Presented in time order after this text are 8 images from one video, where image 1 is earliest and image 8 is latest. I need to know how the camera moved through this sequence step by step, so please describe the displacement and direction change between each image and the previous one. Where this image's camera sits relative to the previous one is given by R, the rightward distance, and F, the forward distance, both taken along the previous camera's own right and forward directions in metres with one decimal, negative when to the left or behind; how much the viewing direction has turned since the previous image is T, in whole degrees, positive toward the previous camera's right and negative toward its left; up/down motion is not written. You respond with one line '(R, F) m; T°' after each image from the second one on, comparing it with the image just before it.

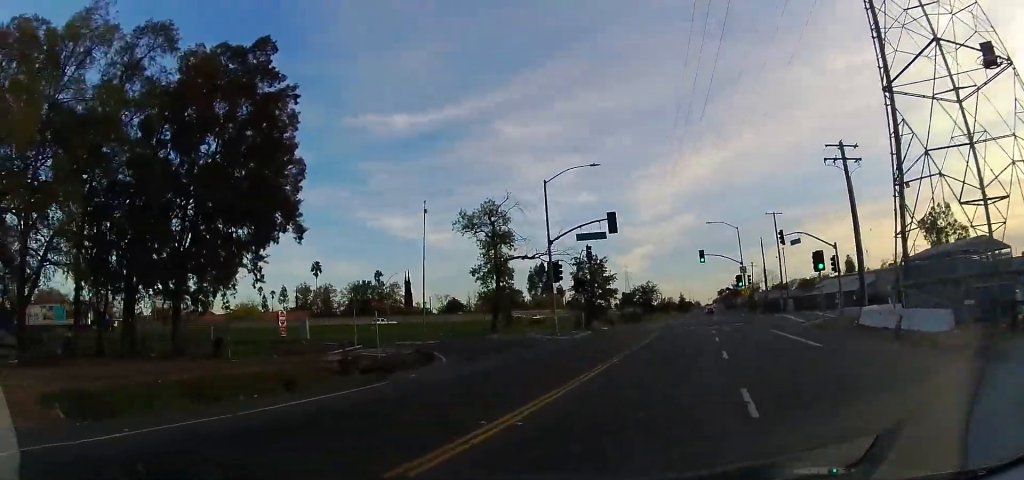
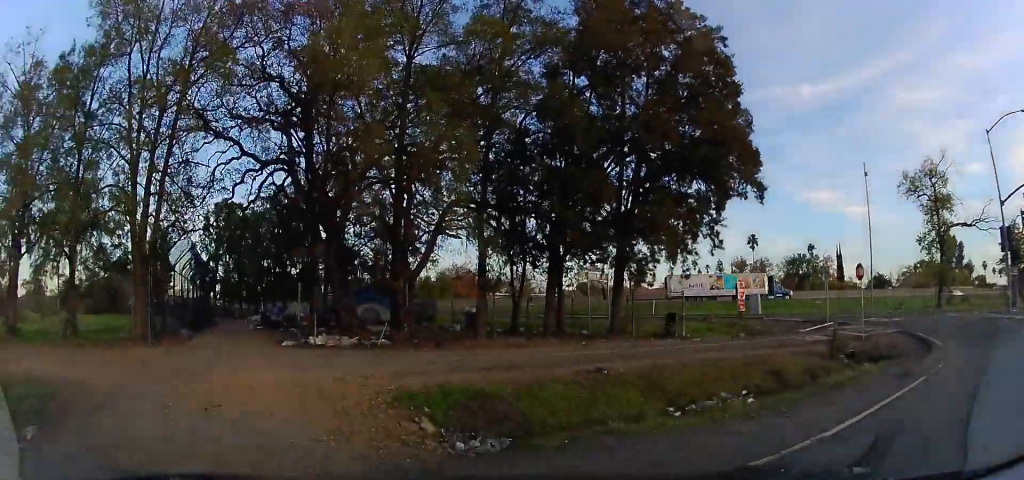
(-1.4, +5.9) m; -42°
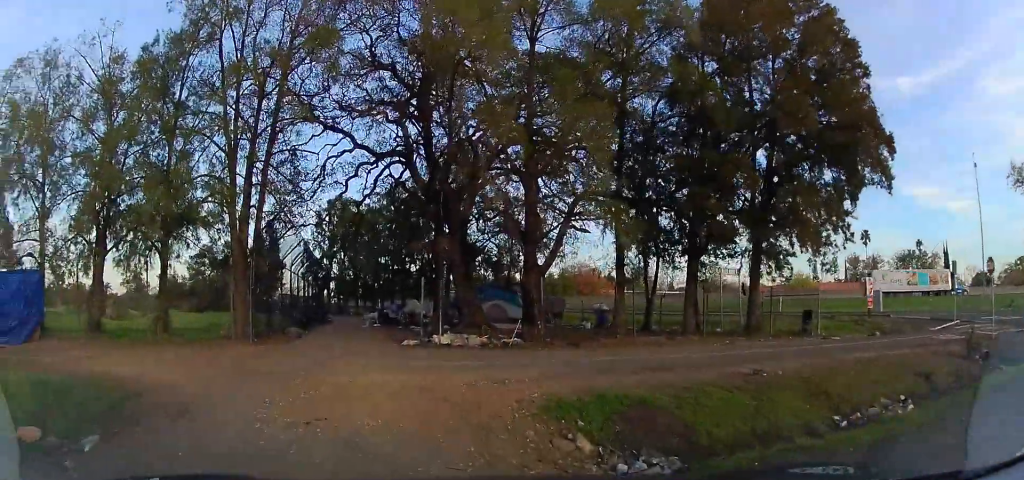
(-0.6, +1.1) m; -20°
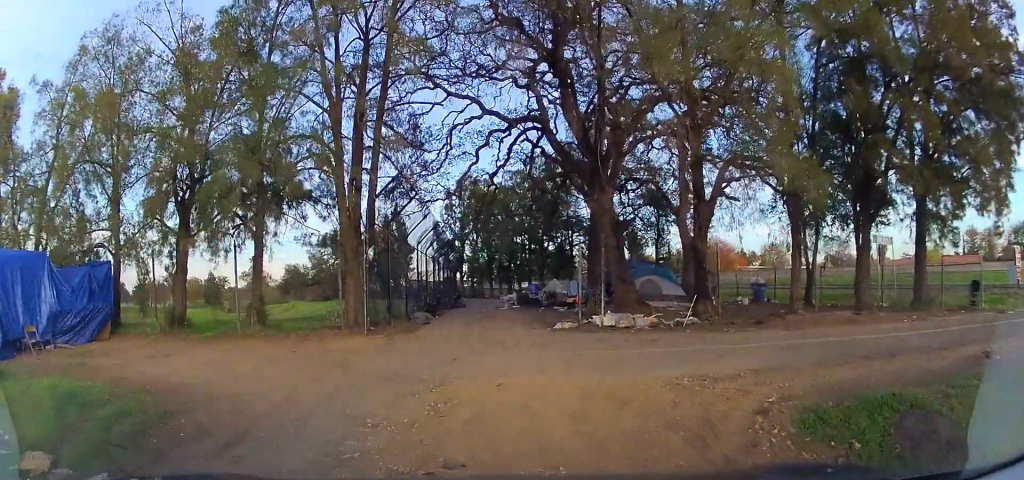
(-1.0, +2.4) m; -27°
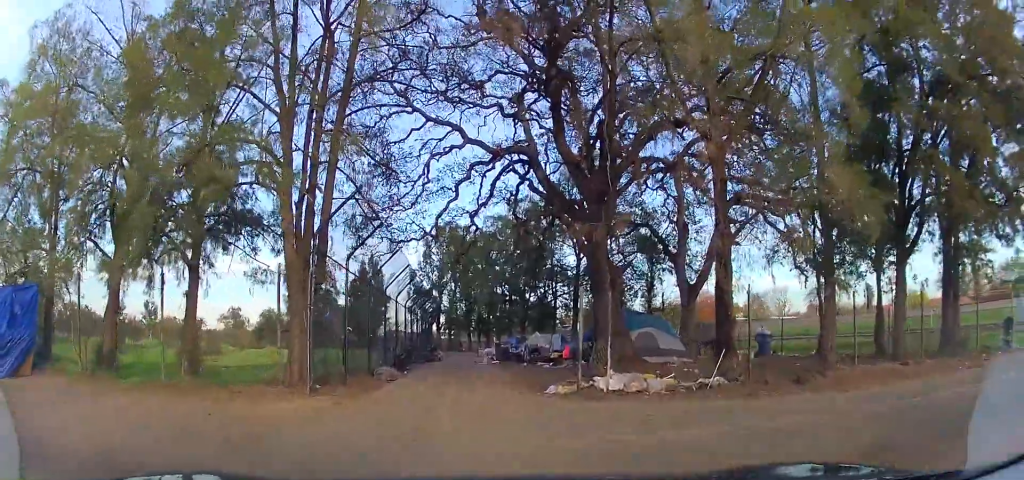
(-0.1, +2.6) m; -5°
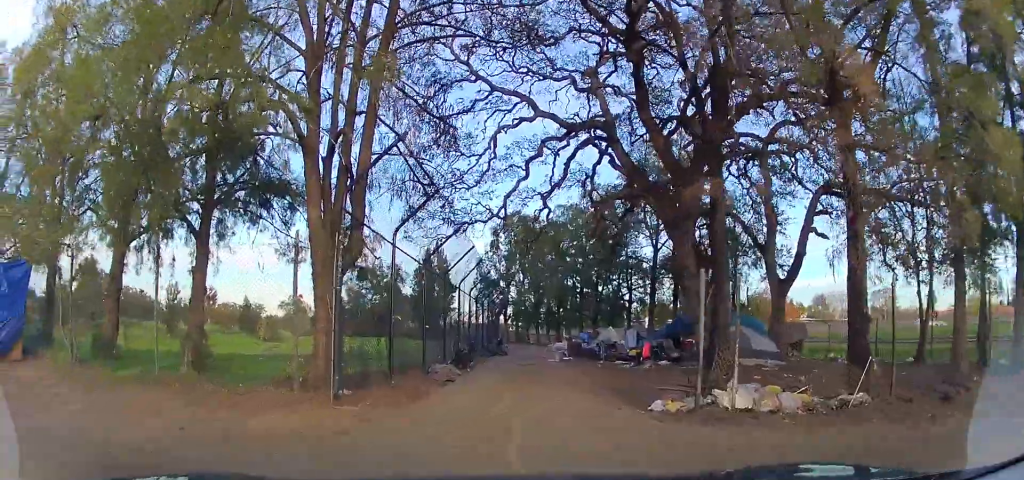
(-0.3, +2.6) m; -5°
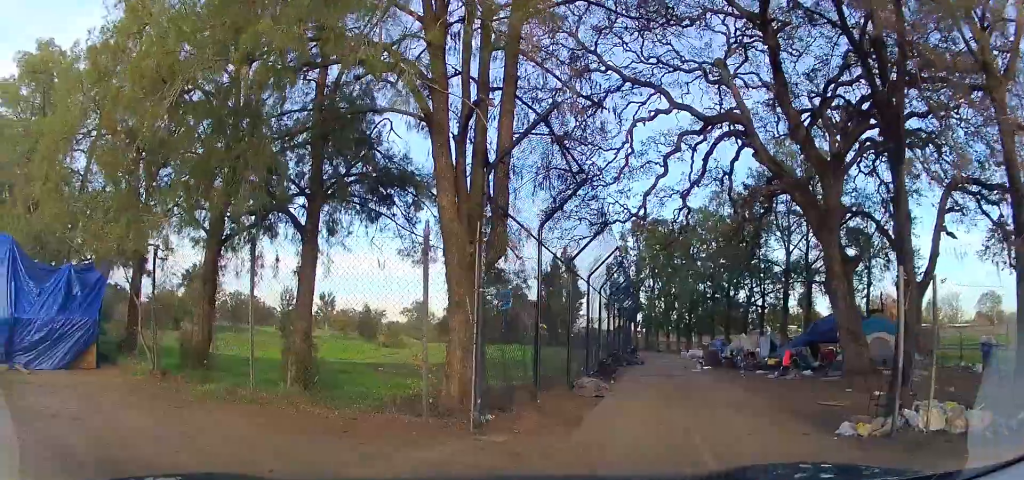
(0.0, +1.4) m; -10°
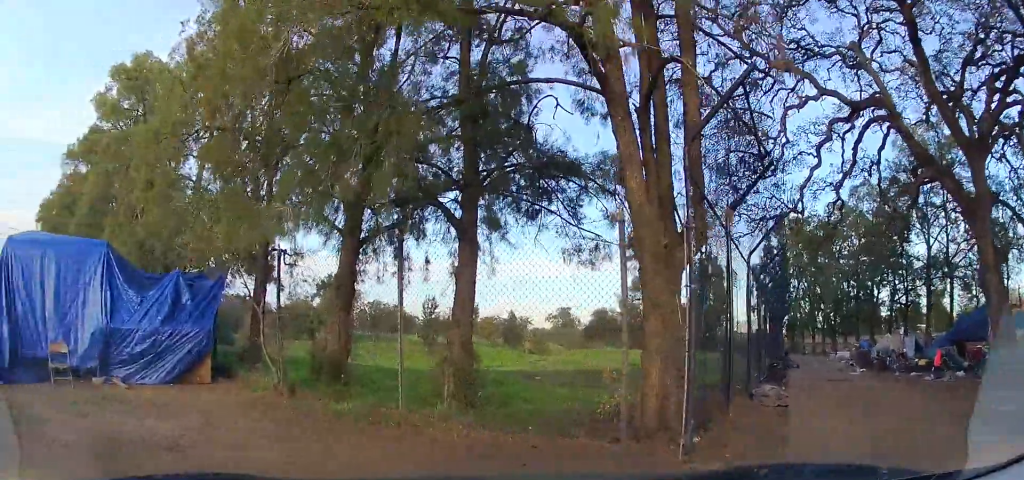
(+0.3, +1.1) m; -12°
